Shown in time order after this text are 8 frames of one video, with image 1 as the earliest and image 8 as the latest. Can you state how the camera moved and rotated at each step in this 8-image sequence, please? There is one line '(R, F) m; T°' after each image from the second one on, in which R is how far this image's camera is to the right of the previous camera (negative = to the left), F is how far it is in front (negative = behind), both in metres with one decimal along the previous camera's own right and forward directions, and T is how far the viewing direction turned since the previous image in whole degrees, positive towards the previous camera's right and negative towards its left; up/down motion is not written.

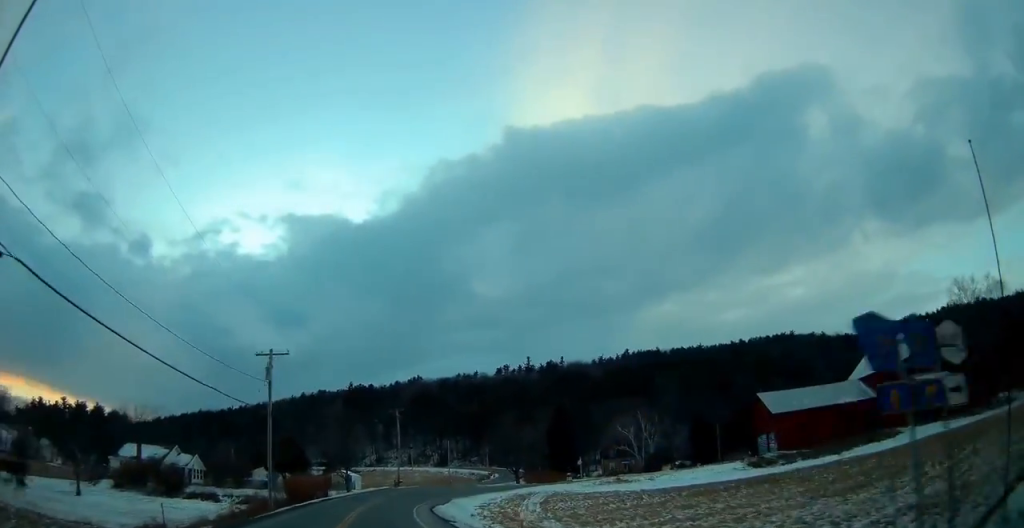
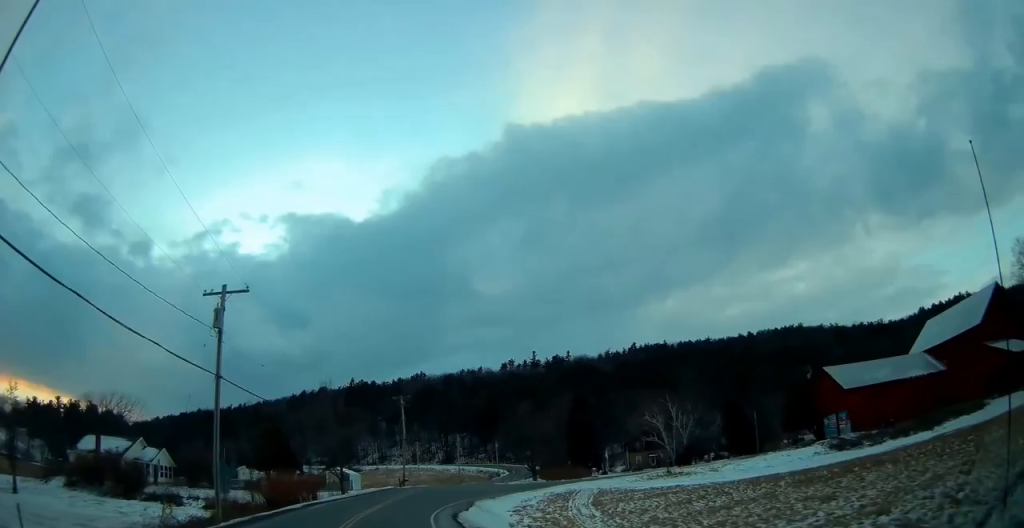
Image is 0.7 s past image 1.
(-0.1, +12.1) m; 0°
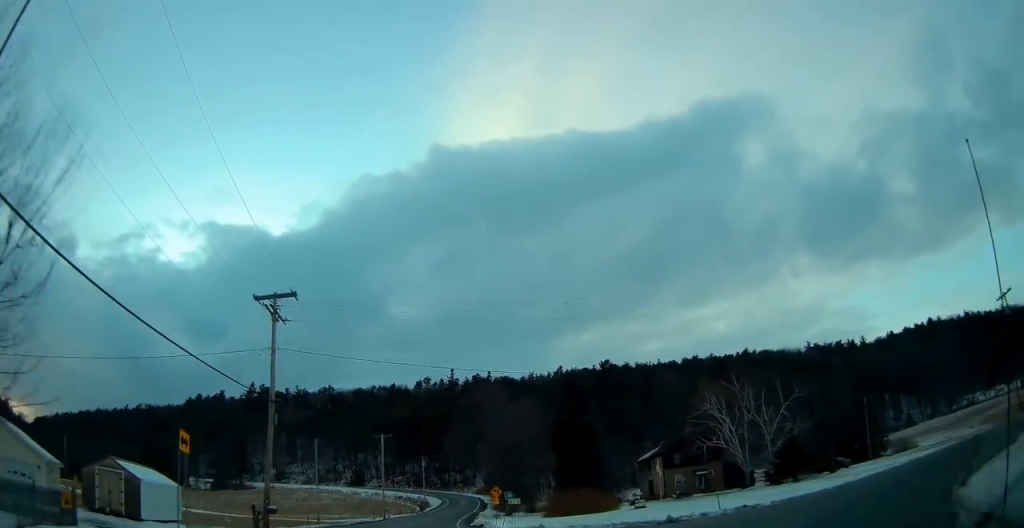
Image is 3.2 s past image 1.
(+1.7, +46.5) m; +8°
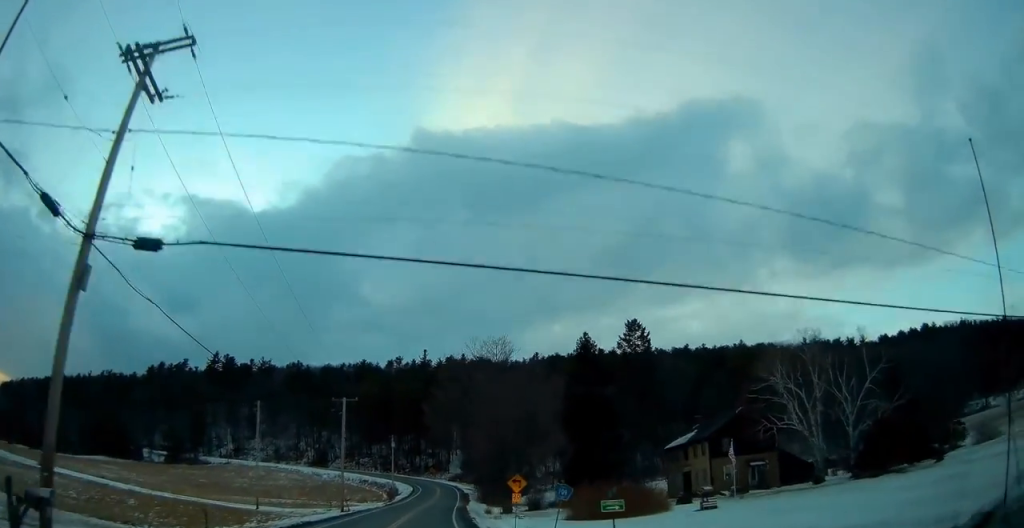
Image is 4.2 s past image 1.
(+1.1, +17.8) m; +5°
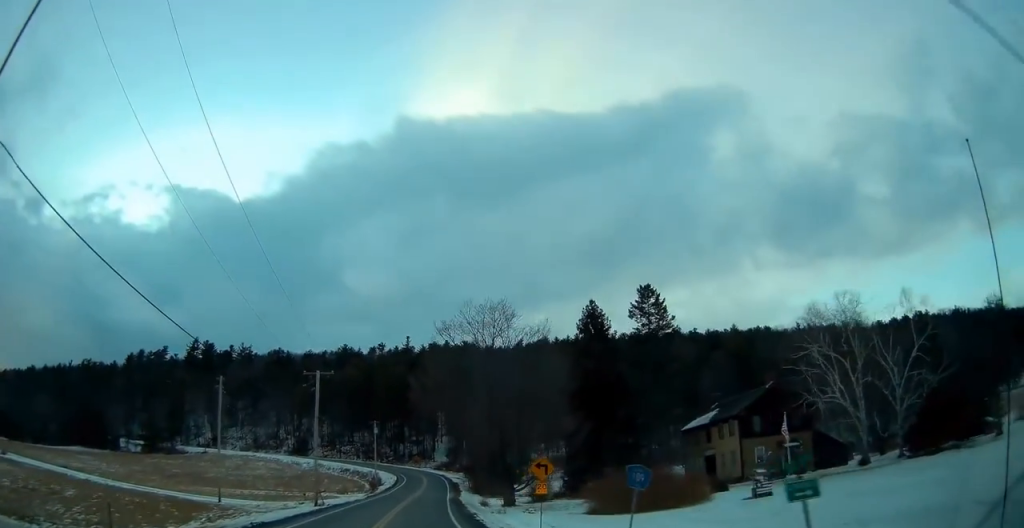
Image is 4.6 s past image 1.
(+0.2, +8.0) m; +1°
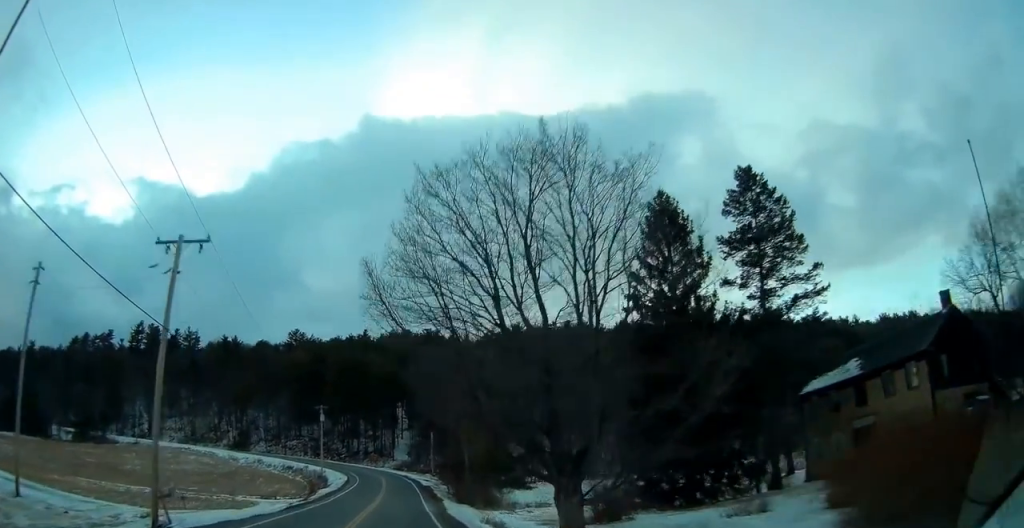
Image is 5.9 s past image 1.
(+0.8, +24.6) m; +3°
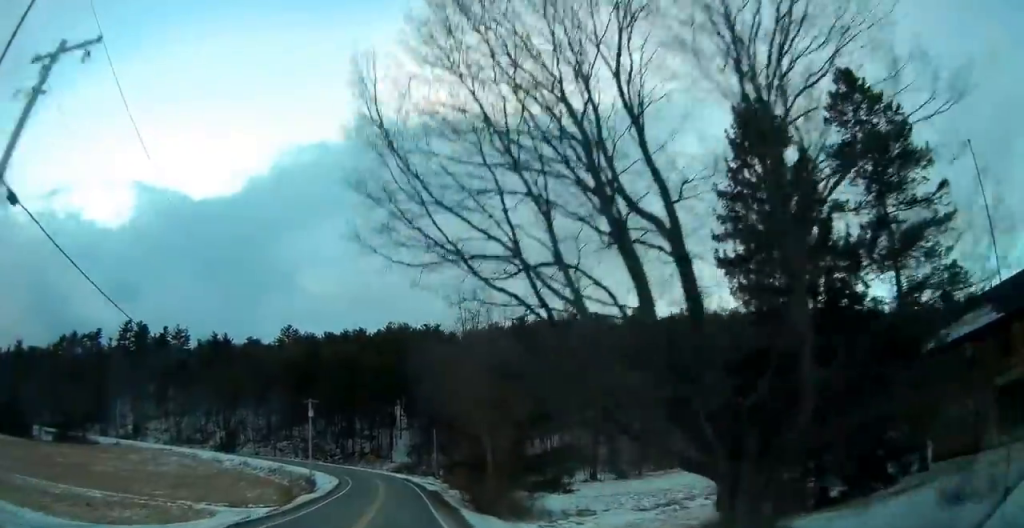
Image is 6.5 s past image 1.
(0.0, +11.0) m; +1°
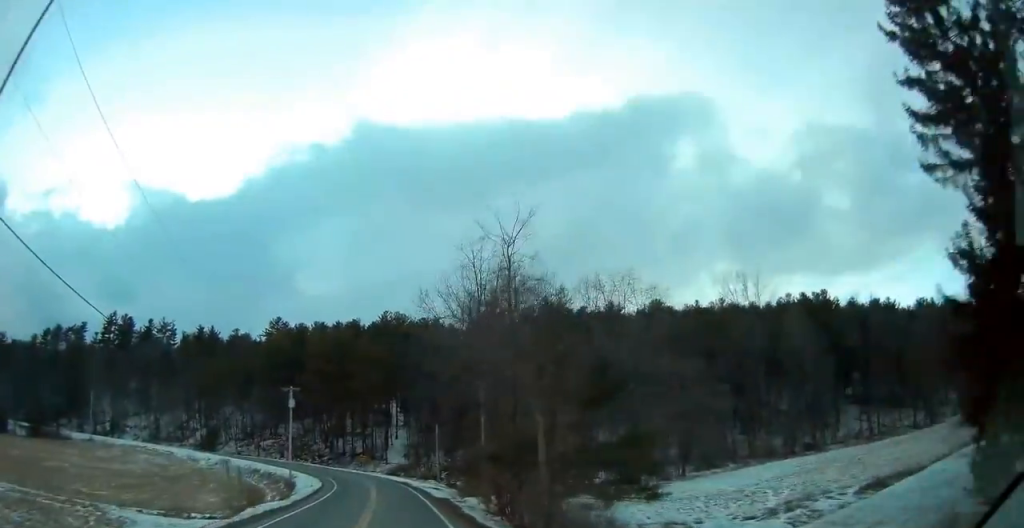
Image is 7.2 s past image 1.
(-0.1, +12.9) m; +1°
